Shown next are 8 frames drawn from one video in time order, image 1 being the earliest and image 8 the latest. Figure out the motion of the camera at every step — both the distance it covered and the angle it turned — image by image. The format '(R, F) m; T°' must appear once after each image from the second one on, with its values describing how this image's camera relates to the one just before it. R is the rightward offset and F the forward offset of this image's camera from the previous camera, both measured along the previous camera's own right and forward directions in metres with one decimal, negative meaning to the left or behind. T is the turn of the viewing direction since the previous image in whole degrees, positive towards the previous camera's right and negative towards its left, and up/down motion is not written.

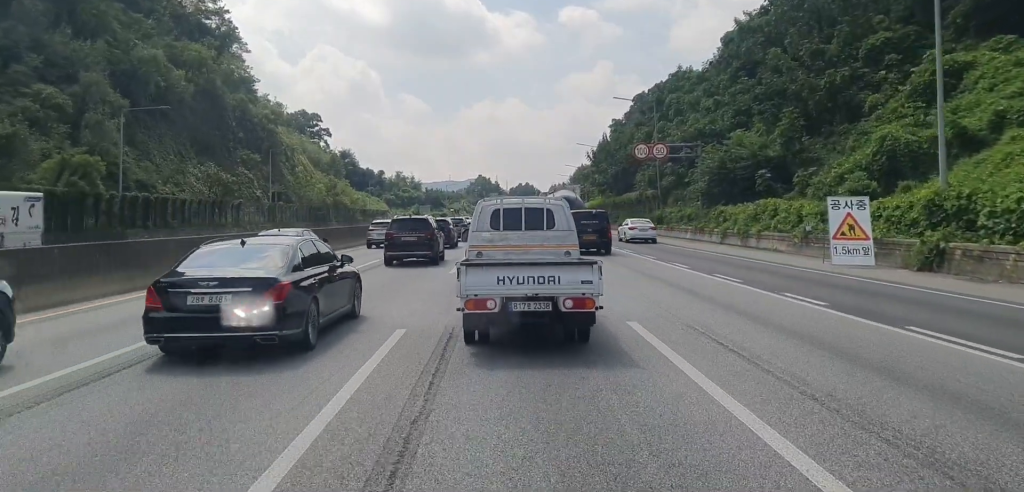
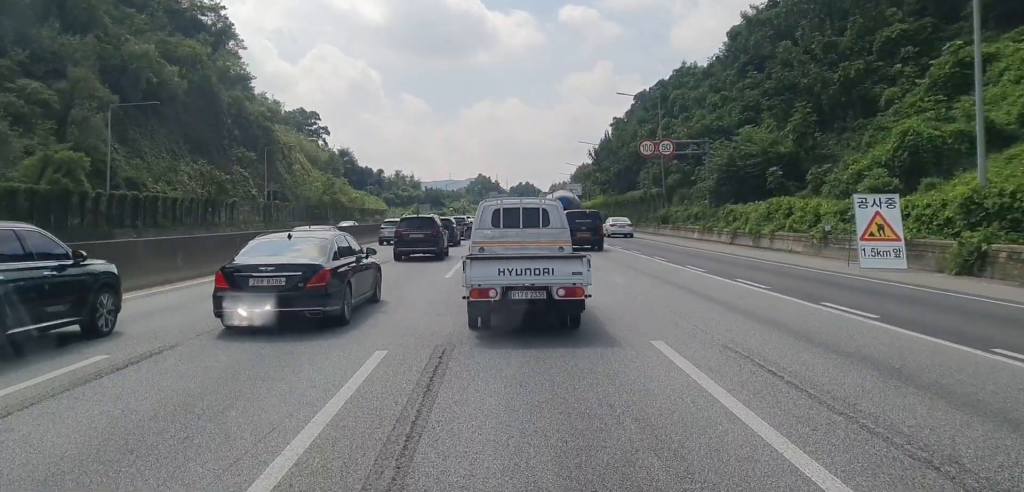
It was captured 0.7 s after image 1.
(-0.2, +2.0) m; -1°
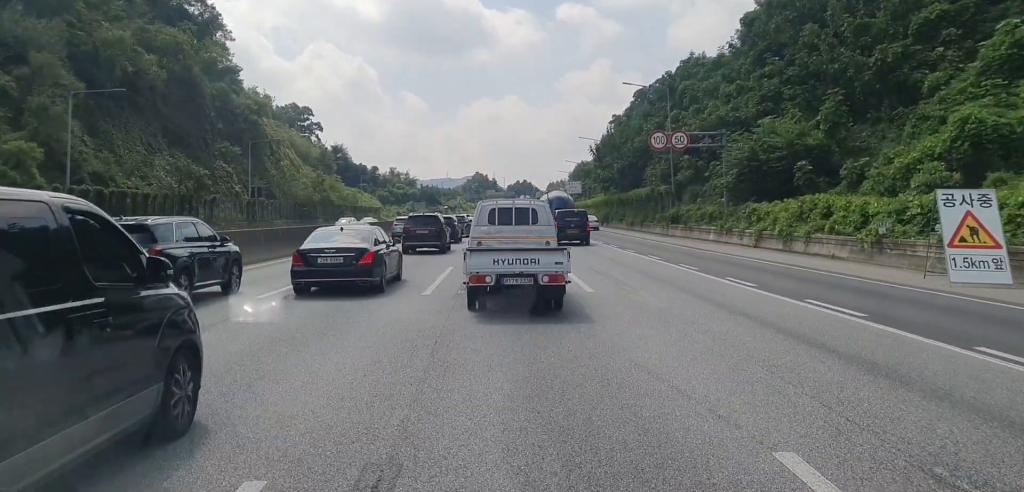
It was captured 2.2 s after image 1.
(+0.3, +4.8) m; +4°
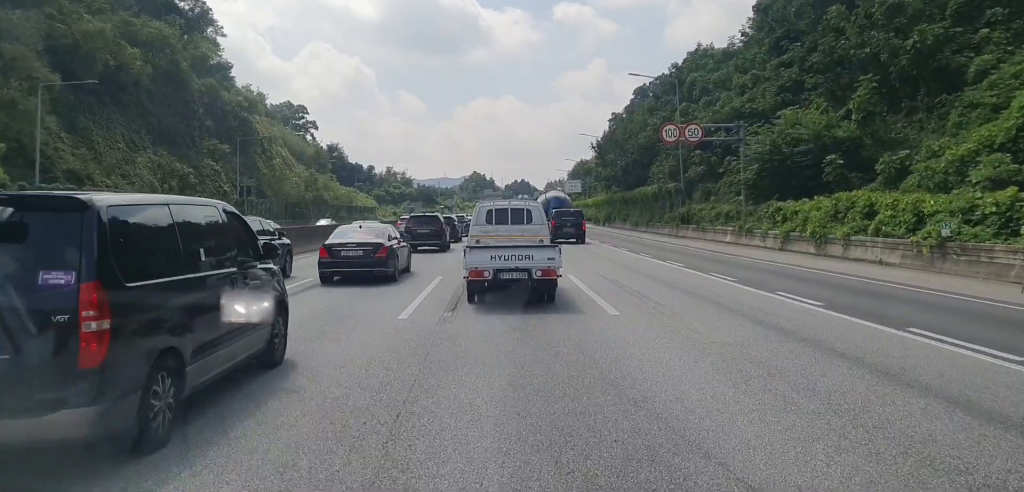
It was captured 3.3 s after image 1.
(-0.1, +3.9) m; -1°
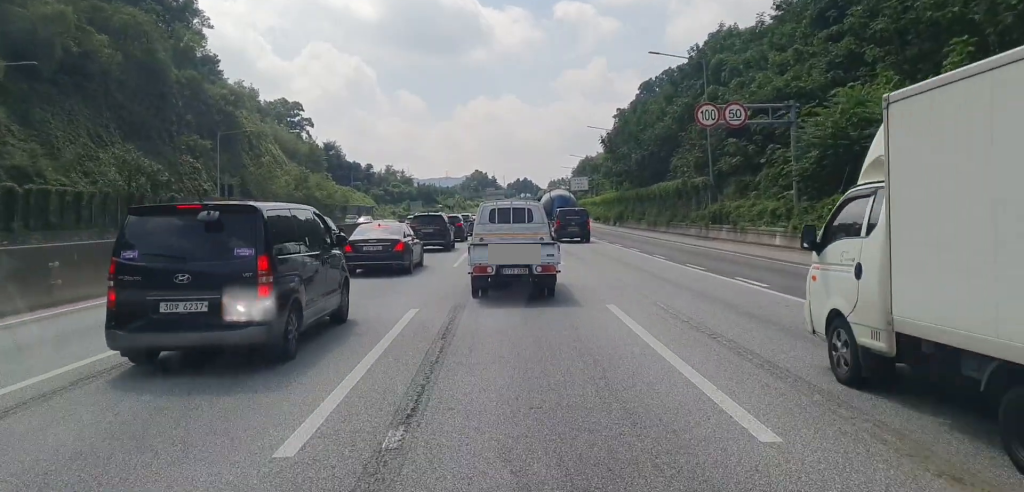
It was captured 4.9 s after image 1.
(0.0, +7.0) m; 0°
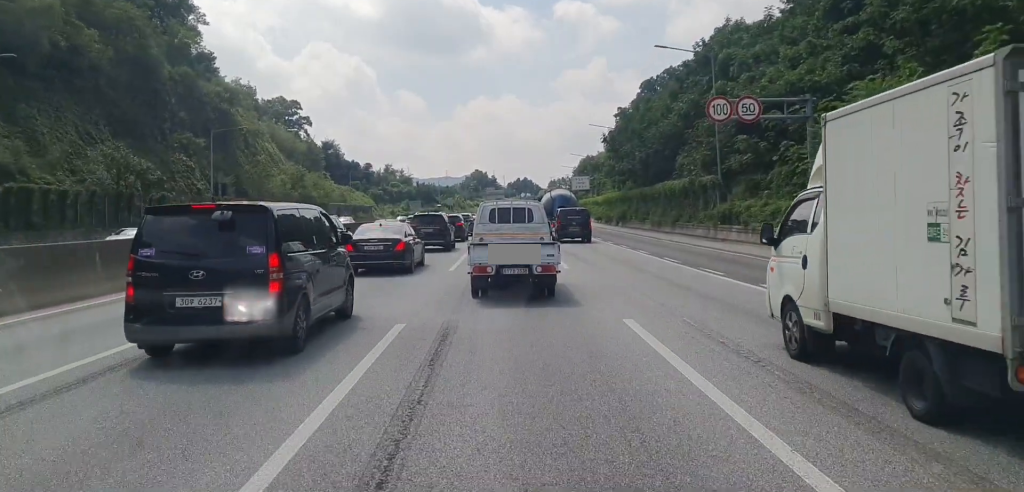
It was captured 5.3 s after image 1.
(0.0, +2.1) m; -1°
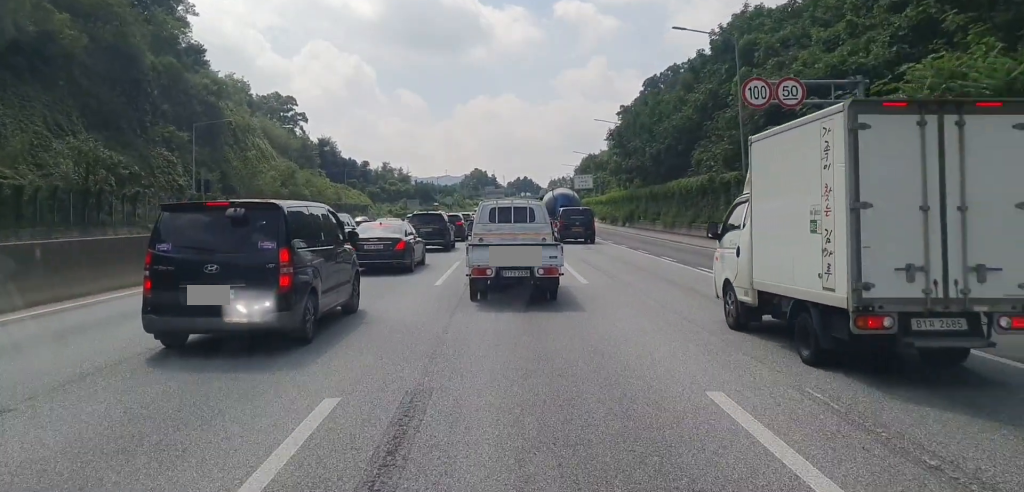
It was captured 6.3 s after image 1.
(-0.1, +4.7) m; -1°
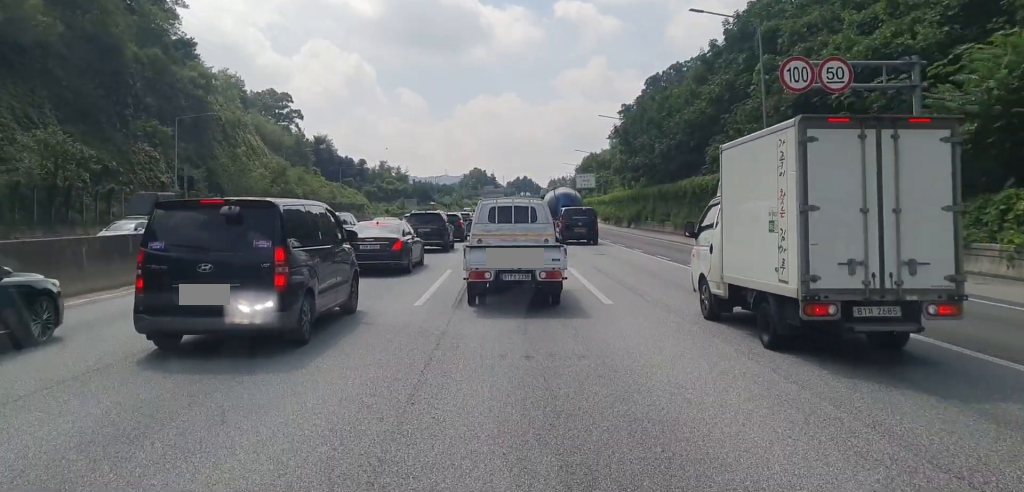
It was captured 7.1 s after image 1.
(0.0, +4.2) m; 0°
